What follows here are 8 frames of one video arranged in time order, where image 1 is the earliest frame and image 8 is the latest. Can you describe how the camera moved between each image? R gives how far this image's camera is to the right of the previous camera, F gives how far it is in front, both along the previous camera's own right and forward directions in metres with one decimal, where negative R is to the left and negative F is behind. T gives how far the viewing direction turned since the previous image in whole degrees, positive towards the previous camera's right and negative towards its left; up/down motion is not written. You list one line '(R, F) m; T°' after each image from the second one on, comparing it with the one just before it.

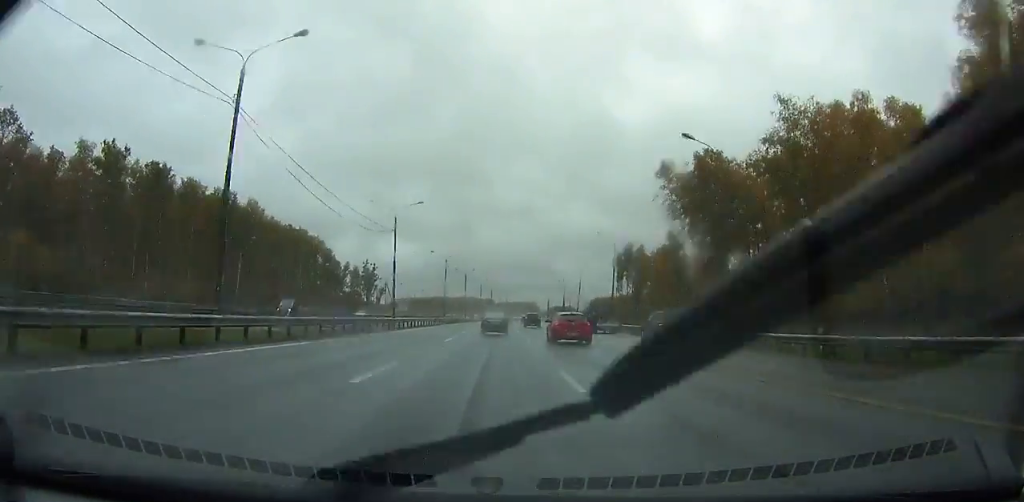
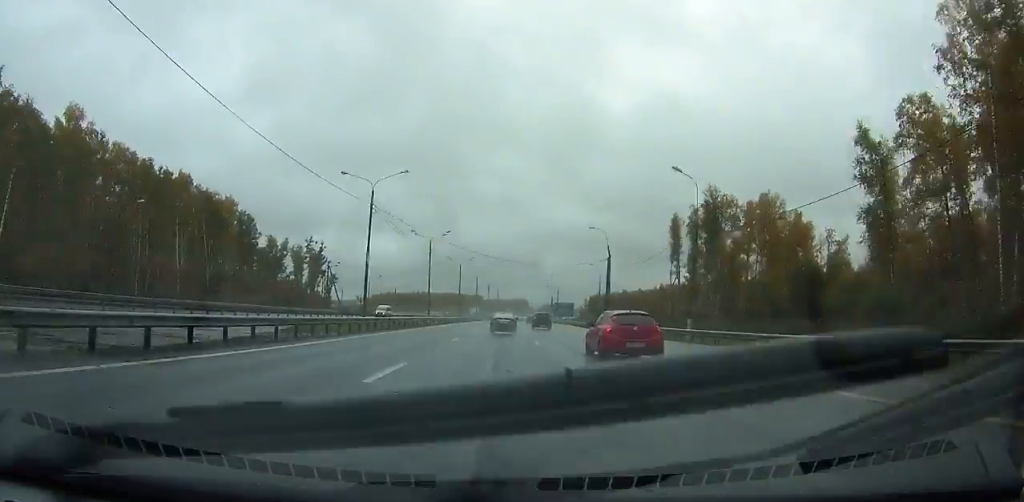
(+0.9, +63.5) m; +1°
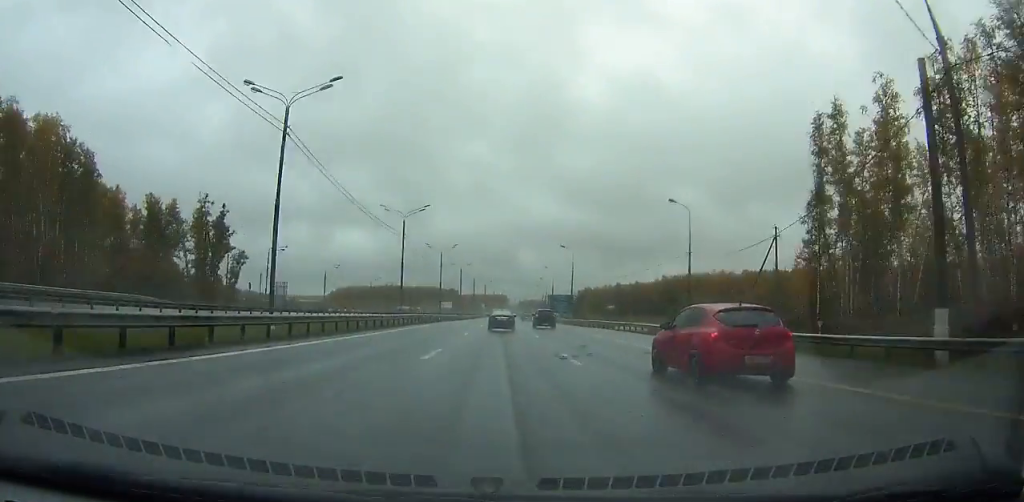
(+0.5, +59.0) m; +1°
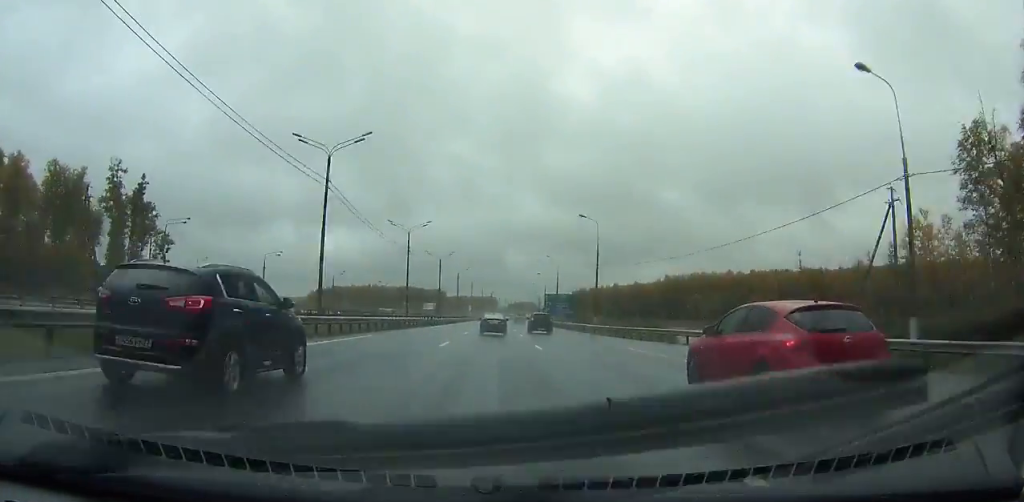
(-0.1, +30.8) m; +1°
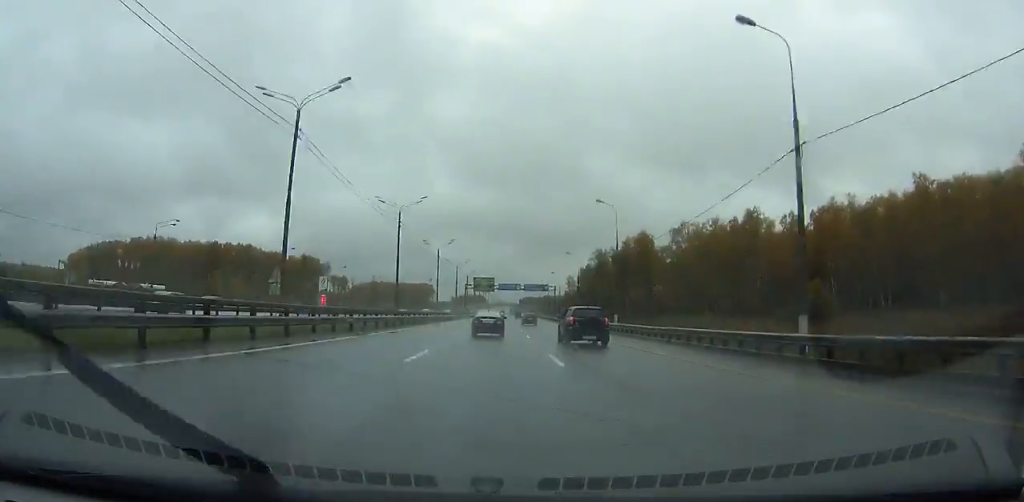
(+16.4, +289.1) m; +6°
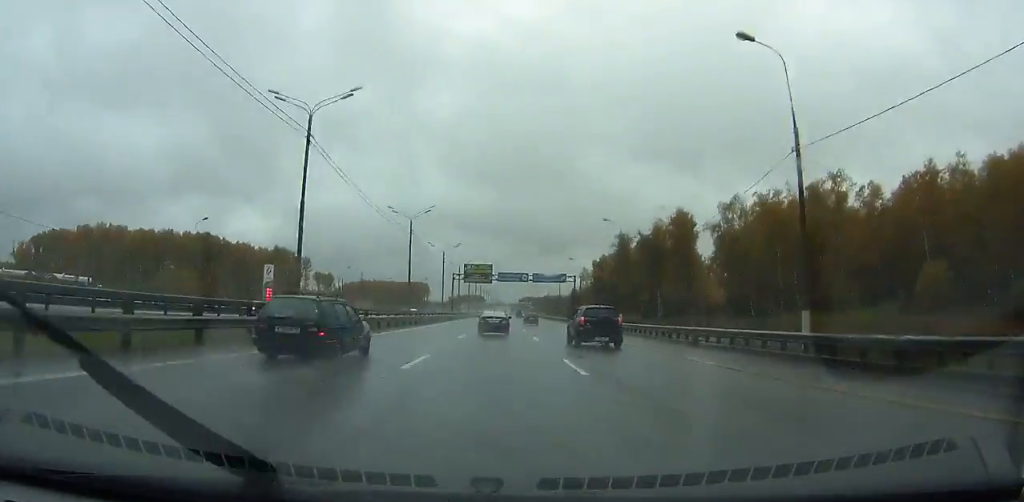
(+0.2, +34.3) m; +1°
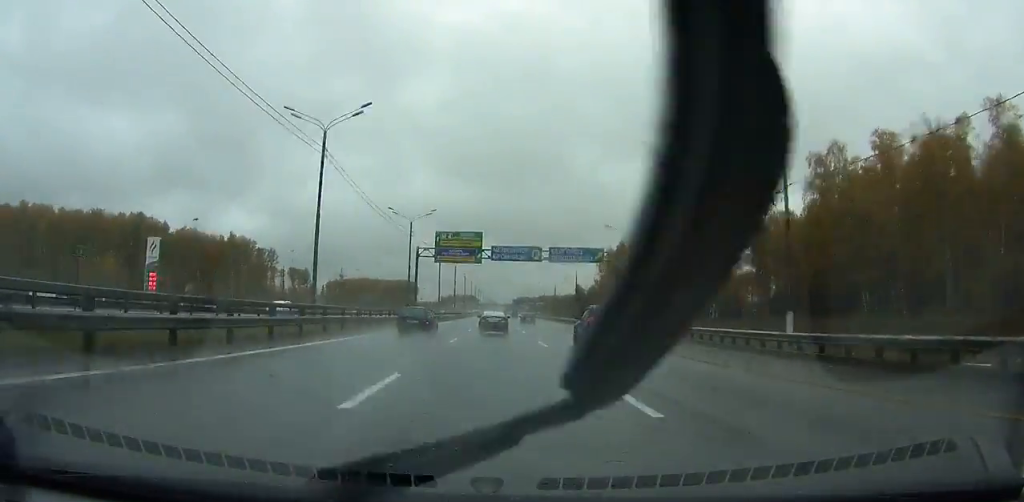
(+0.3, +39.2) m; +1°
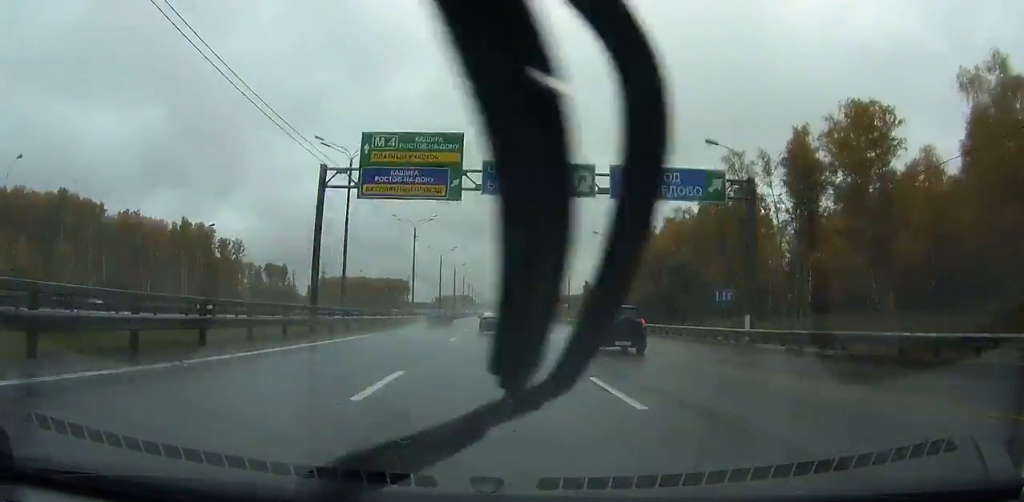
(+0.1, +32.9) m; 0°
